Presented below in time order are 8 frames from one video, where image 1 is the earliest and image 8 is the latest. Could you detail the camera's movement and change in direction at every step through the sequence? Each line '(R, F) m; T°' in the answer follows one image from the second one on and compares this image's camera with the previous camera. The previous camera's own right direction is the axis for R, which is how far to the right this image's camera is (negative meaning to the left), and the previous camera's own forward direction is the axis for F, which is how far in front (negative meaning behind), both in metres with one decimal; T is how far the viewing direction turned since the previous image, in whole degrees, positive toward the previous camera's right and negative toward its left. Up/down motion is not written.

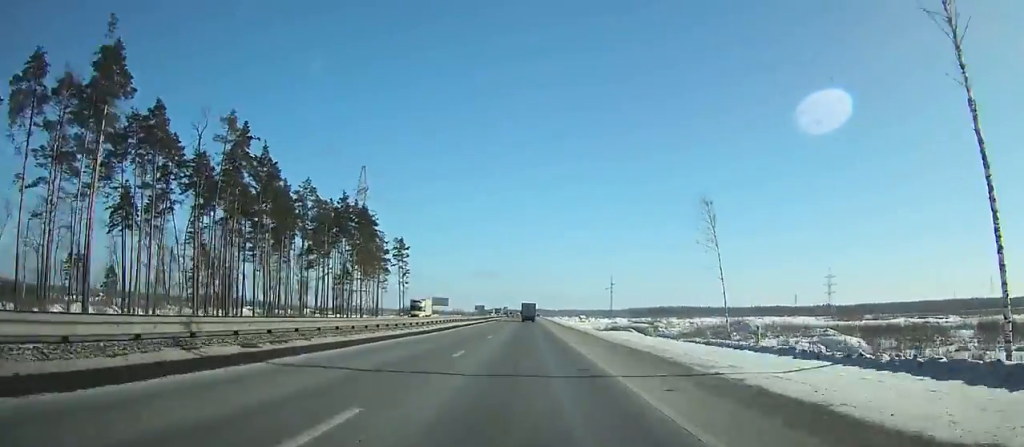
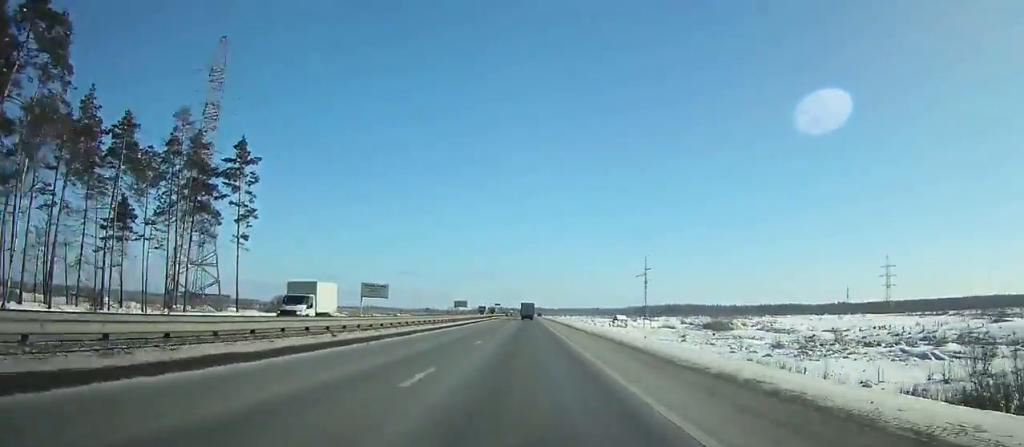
(-0.1, +90.6) m; 0°
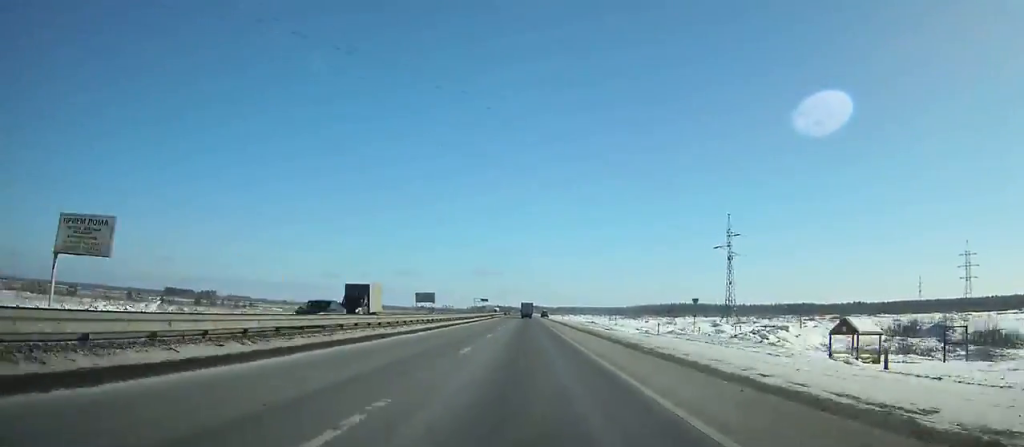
(+0.2, +88.2) m; 0°
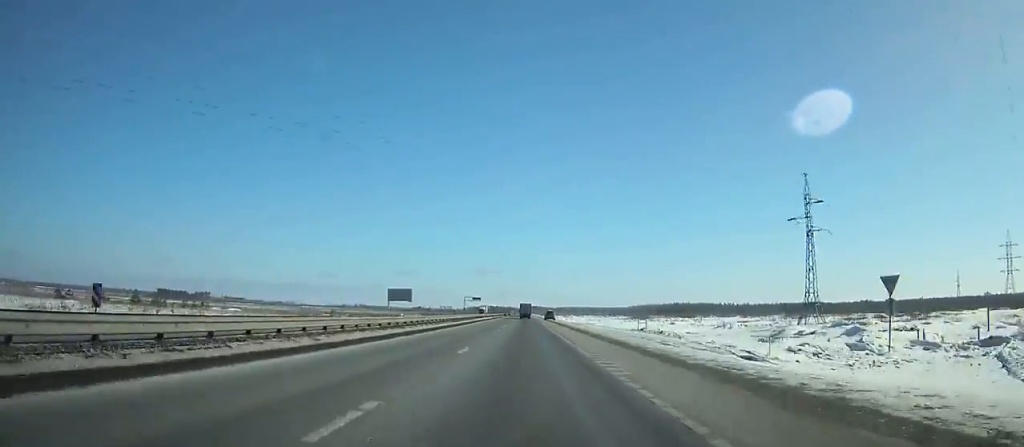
(0.0, +36.6) m; 0°
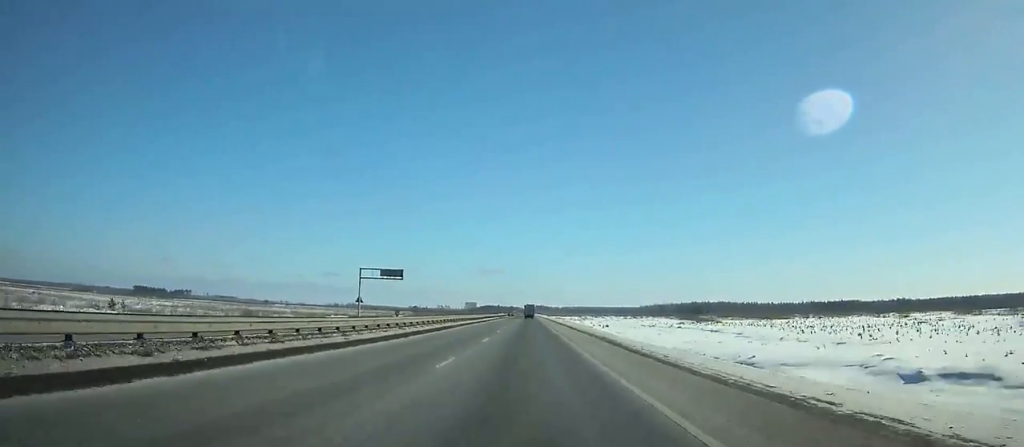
(-0.2, +137.2) m; -1°
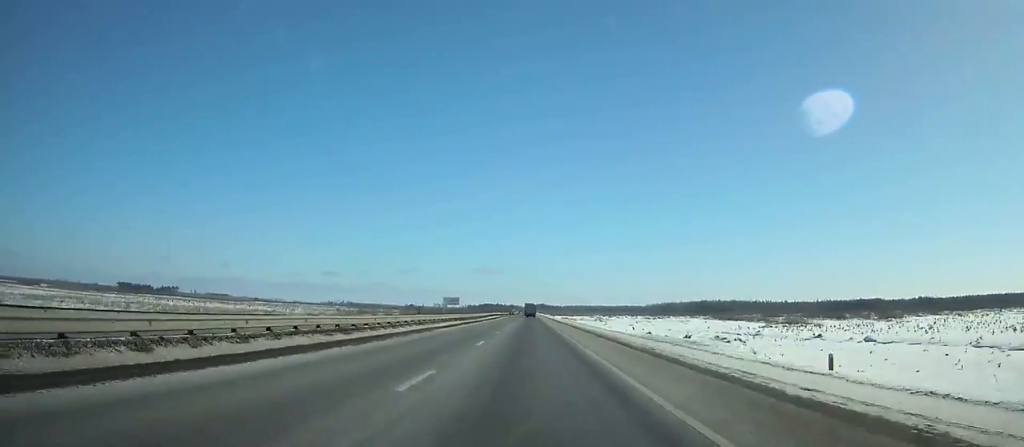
(+0.1, +75.5) m; 0°
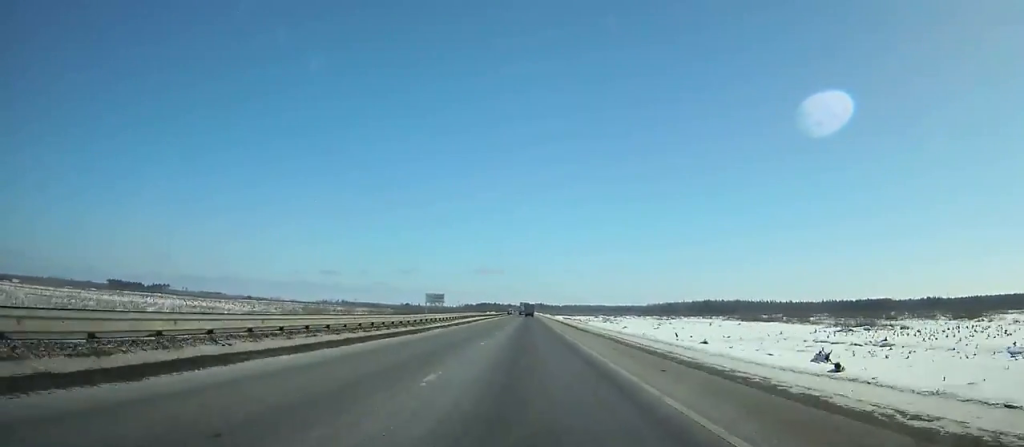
(+0.1, +35.9) m; 0°
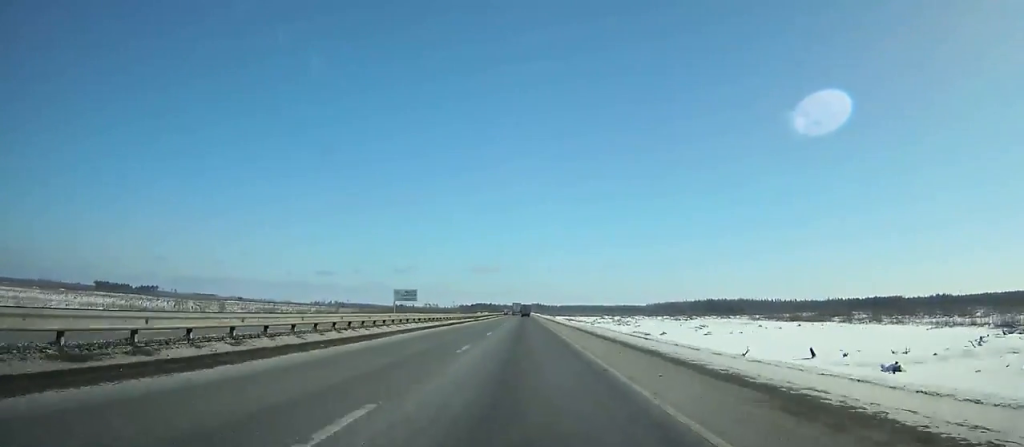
(0.0, +40.6) m; 0°
